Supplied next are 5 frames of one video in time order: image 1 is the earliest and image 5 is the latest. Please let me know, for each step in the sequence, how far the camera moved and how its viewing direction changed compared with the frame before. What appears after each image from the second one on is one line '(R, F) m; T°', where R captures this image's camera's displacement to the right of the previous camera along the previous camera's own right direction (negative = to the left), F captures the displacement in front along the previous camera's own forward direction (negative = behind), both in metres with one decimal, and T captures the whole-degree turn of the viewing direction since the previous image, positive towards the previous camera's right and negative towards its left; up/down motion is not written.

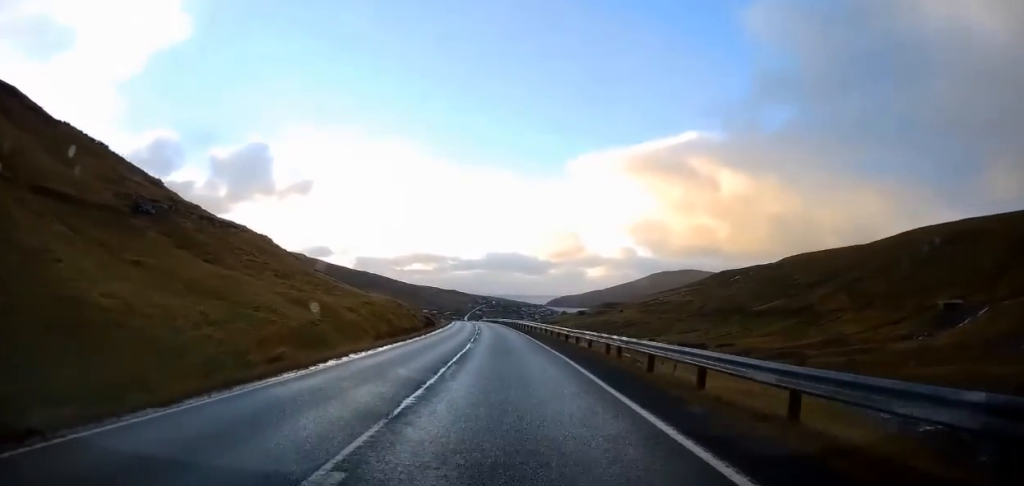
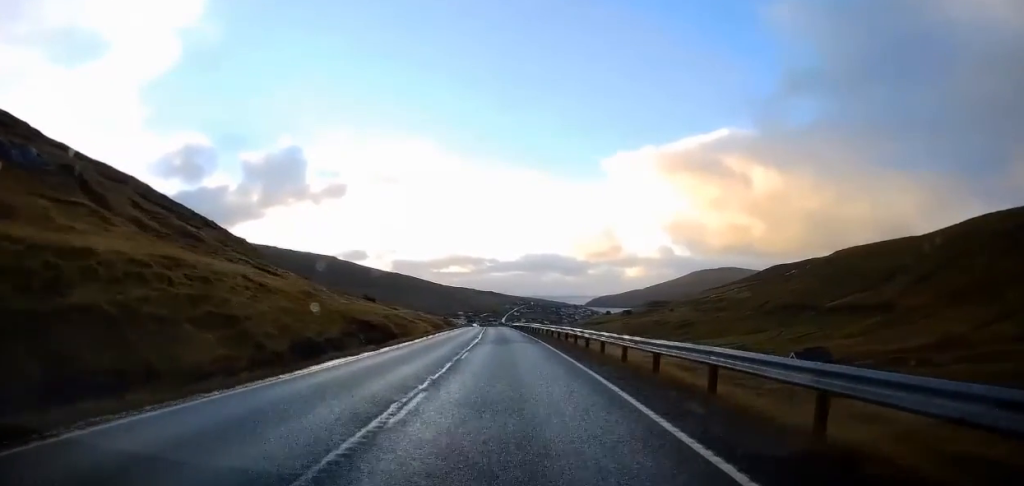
(-2.6, +65.6) m; -3°
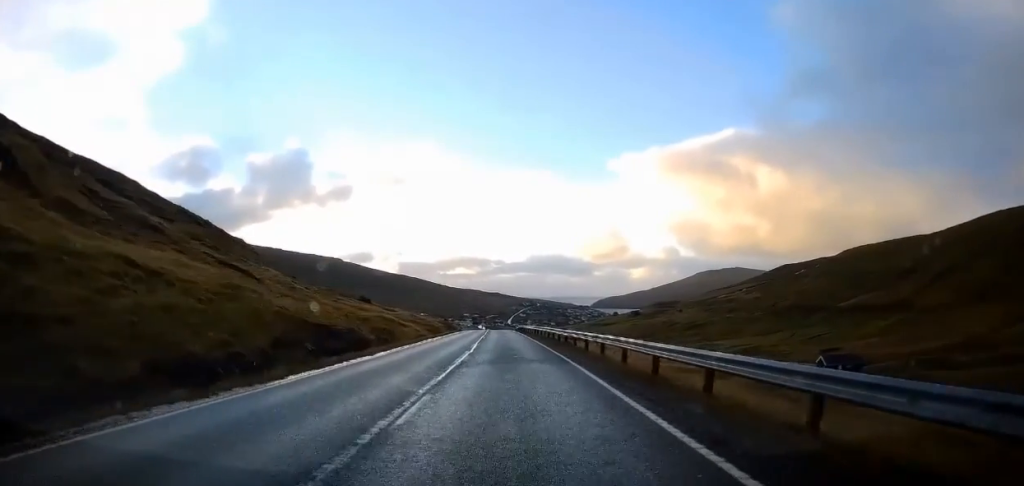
(0.0, +11.8) m; 0°
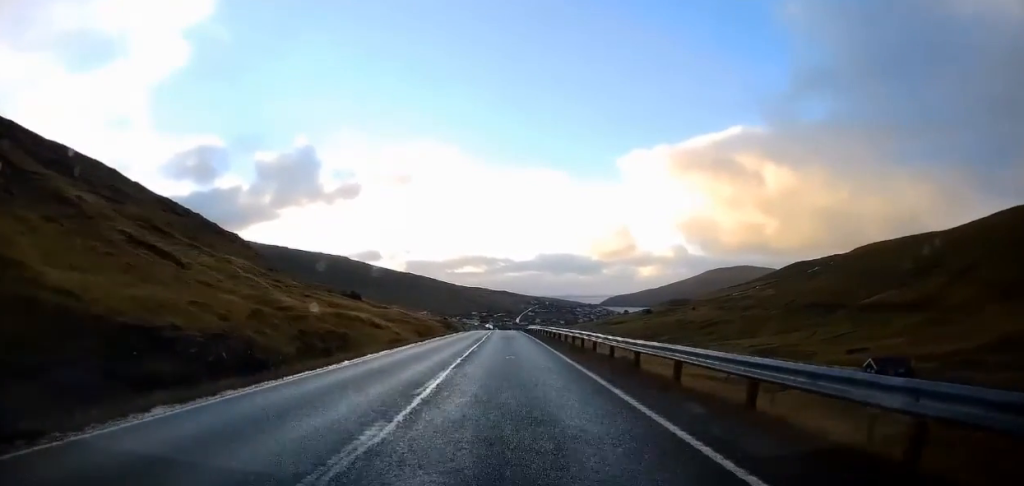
(-0.2, +18.0) m; -1°
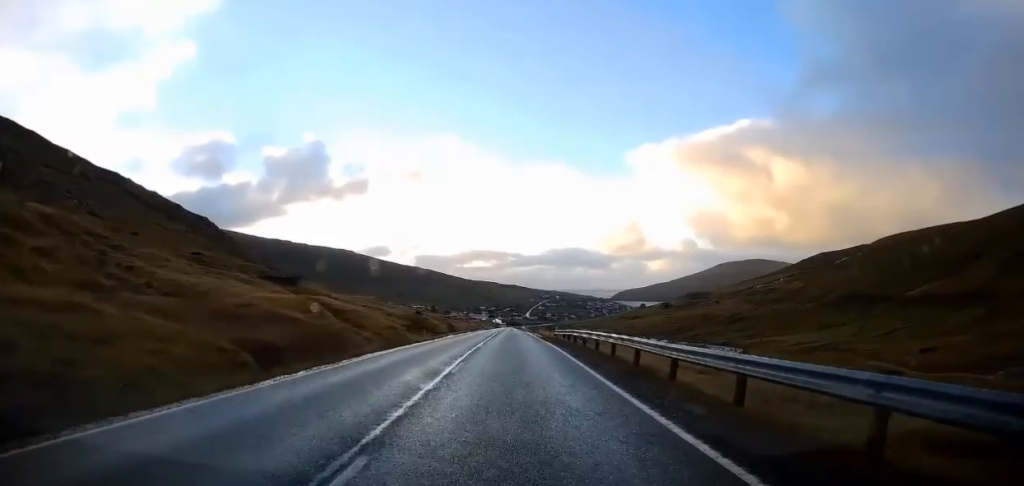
(-0.8, +46.9) m; -2°
